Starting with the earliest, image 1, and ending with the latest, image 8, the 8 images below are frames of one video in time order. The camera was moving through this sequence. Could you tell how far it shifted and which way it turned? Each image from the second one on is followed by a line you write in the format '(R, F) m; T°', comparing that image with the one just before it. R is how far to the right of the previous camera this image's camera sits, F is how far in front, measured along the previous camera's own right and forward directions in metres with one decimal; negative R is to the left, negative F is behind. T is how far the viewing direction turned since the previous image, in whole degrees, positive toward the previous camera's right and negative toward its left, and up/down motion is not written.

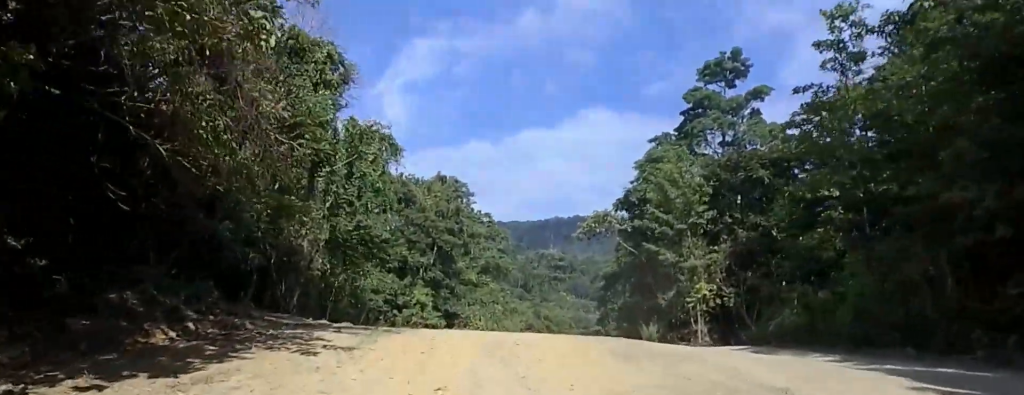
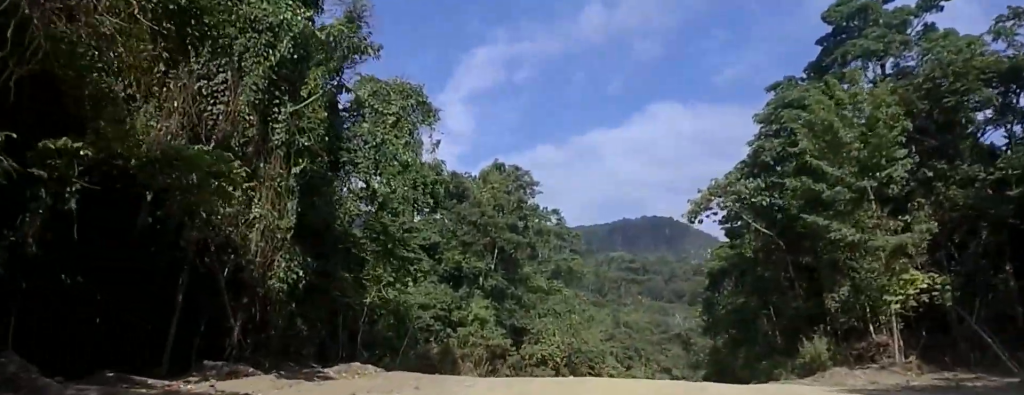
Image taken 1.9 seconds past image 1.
(-2.1, +12.0) m; -18°
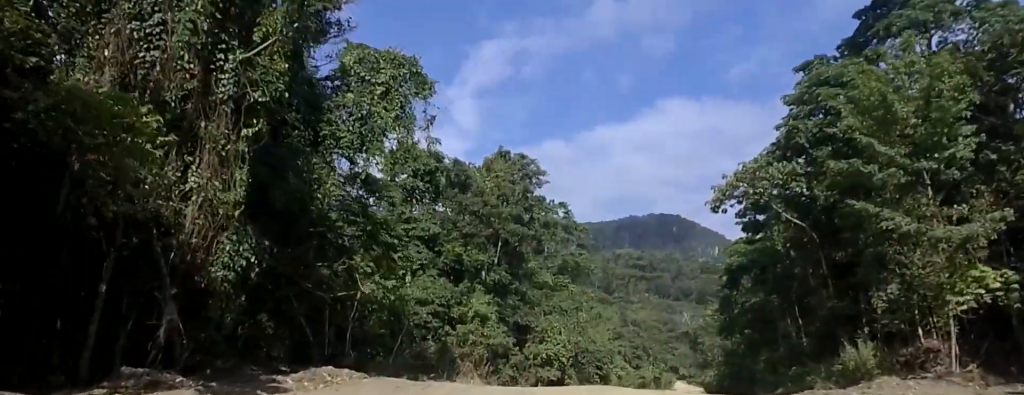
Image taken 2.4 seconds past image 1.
(0.0, +3.2) m; +1°
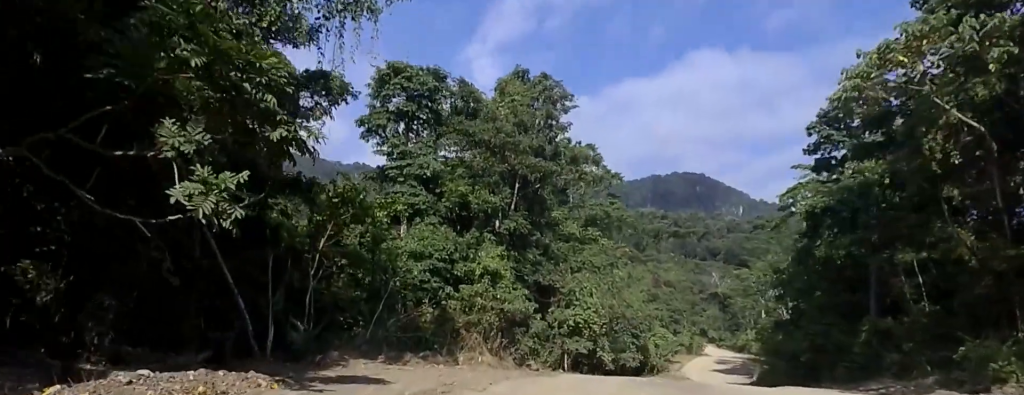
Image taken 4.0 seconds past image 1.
(+0.3, +10.1) m; +3°
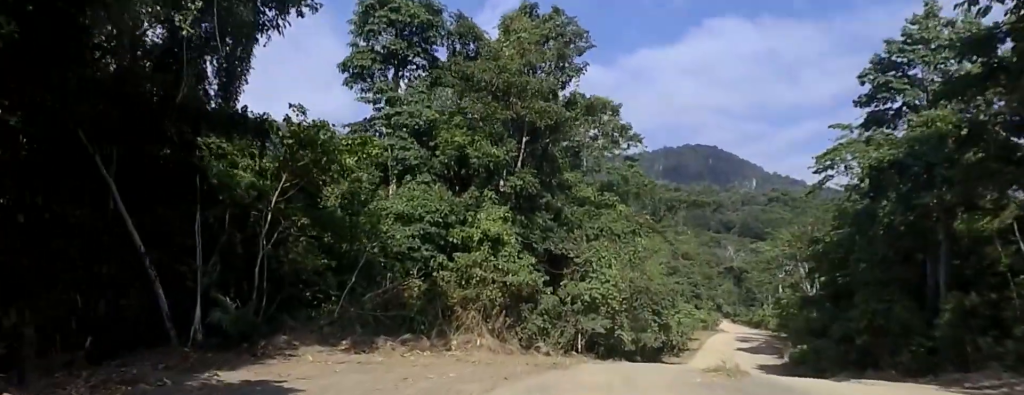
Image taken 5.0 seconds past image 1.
(0.0, +5.9) m; 0°
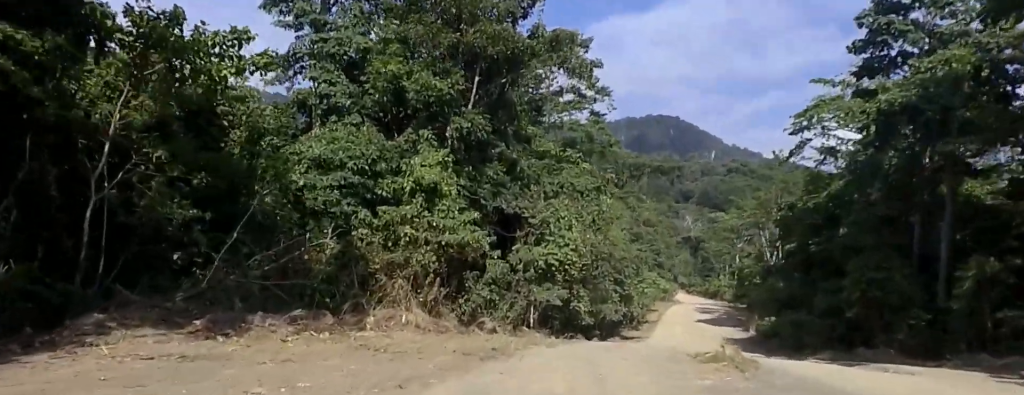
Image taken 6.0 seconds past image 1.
(0.0, +5.5) m; 0°
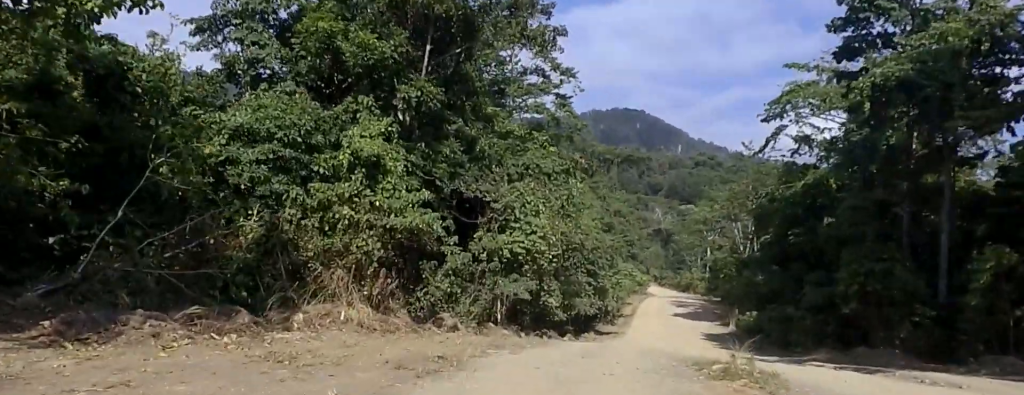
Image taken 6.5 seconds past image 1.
(0.0, +3.1) m; 0°
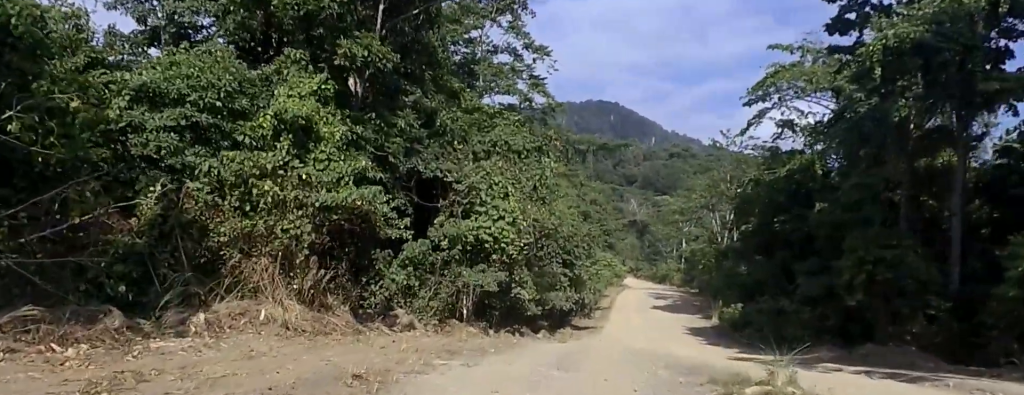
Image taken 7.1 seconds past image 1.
(0.0, +3.2) m; 0°
